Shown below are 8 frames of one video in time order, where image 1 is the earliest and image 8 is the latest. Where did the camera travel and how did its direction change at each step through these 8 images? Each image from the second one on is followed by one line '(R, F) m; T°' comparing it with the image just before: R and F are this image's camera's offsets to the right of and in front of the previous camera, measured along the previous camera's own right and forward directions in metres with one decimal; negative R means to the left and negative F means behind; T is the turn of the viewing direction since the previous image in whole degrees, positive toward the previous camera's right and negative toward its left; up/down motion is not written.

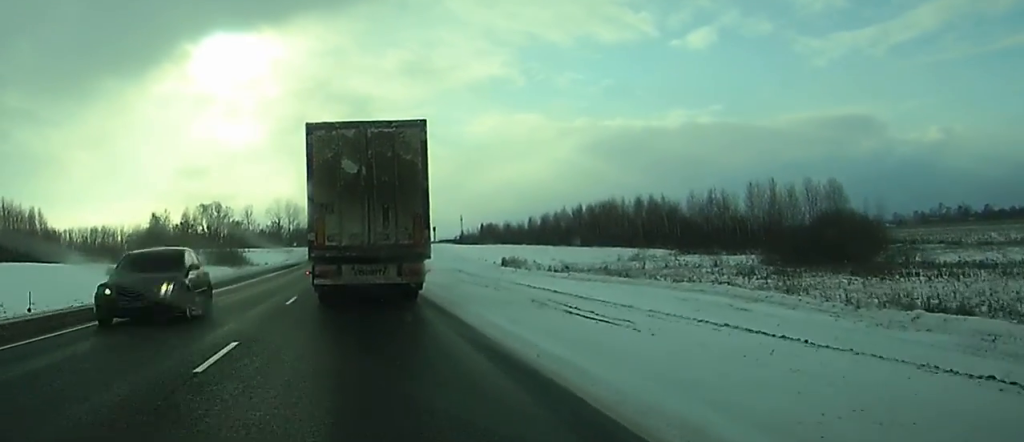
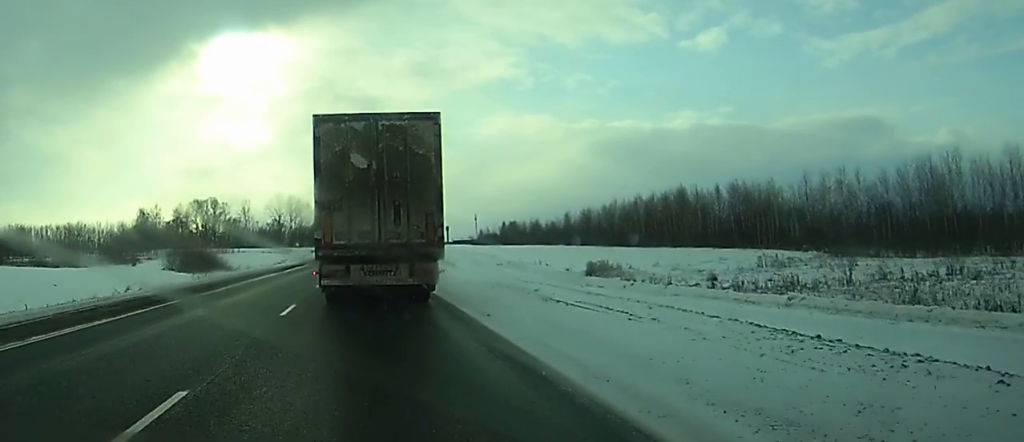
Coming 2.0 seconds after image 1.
(-0.6, +41.9) m; -2°
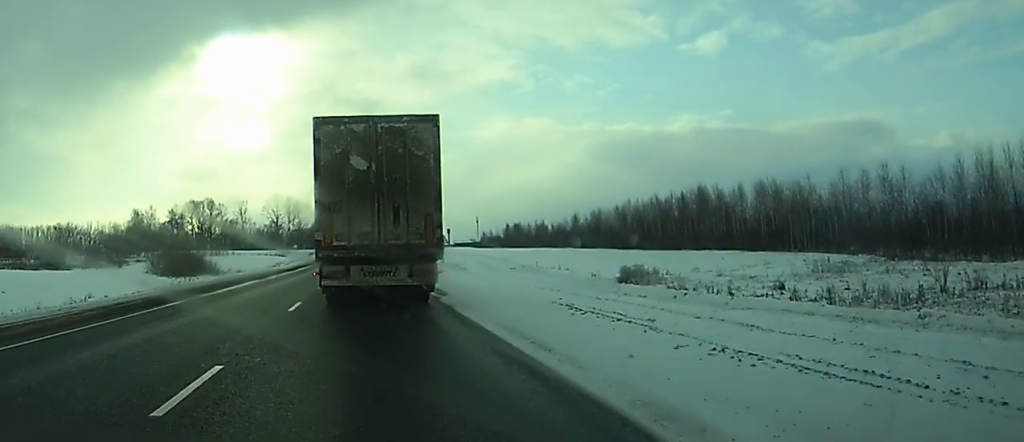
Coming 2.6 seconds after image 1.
(0.0, +10.5) m; 0°
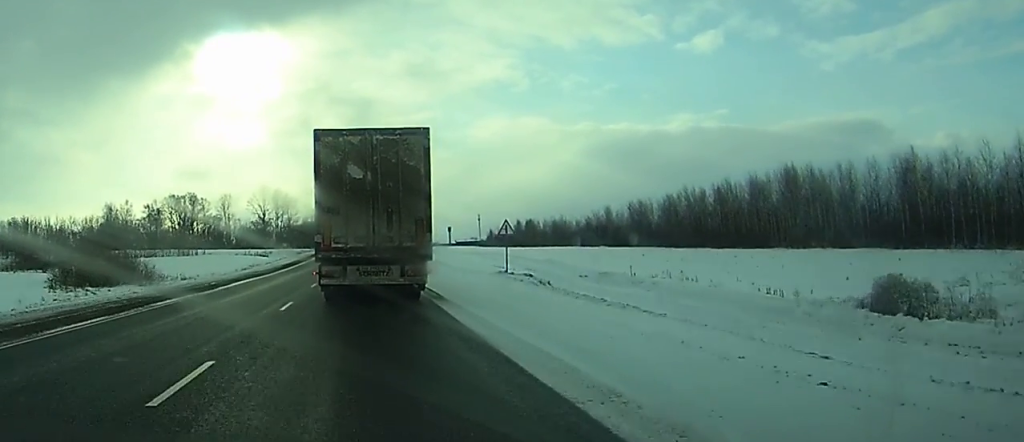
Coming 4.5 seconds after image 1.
(+0.1, +36.2) m; +1°
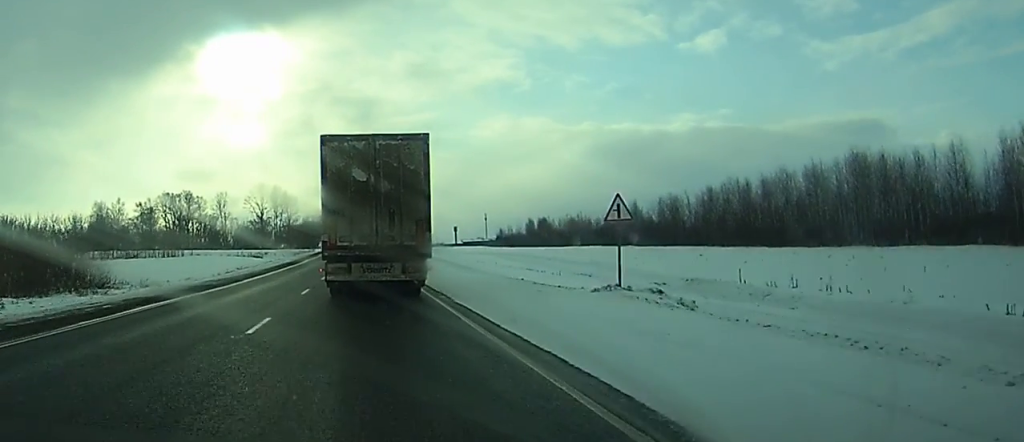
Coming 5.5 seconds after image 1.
(0.0, +17.8) m; 0°
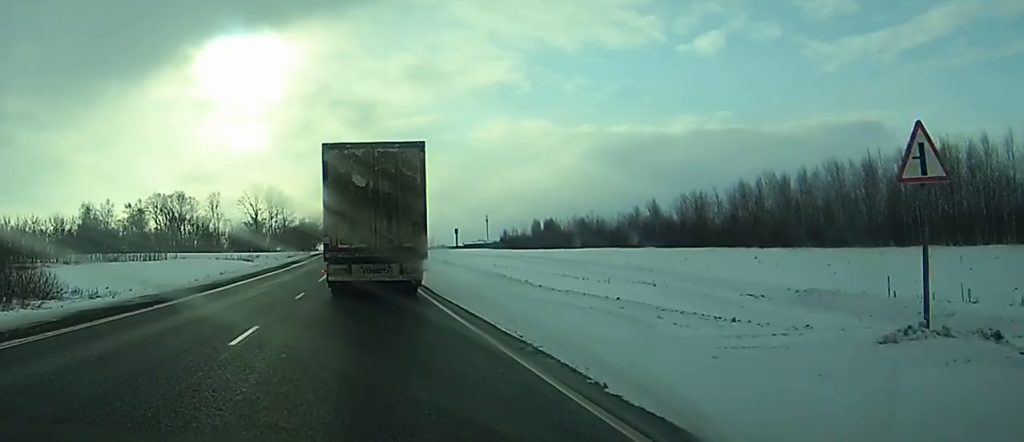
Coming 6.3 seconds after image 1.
(0.0, +13.4) m; 0°
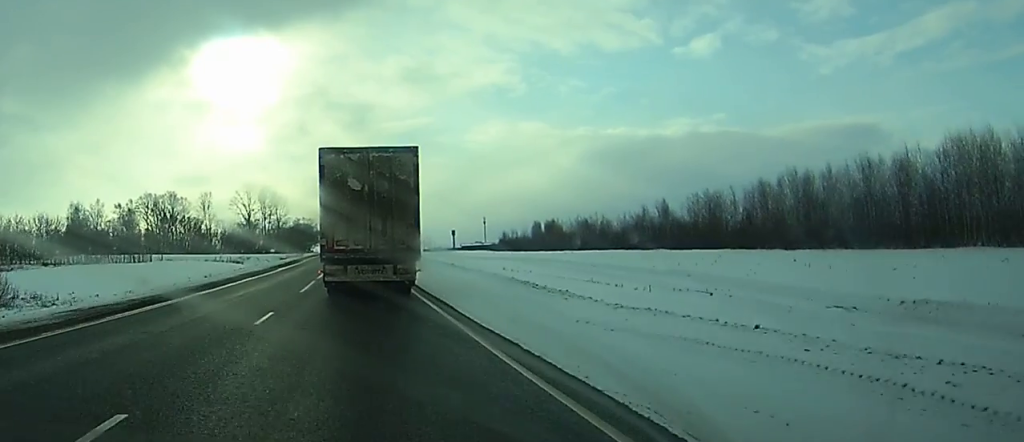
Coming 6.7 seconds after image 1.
(0.0, +8.1) m; 0°
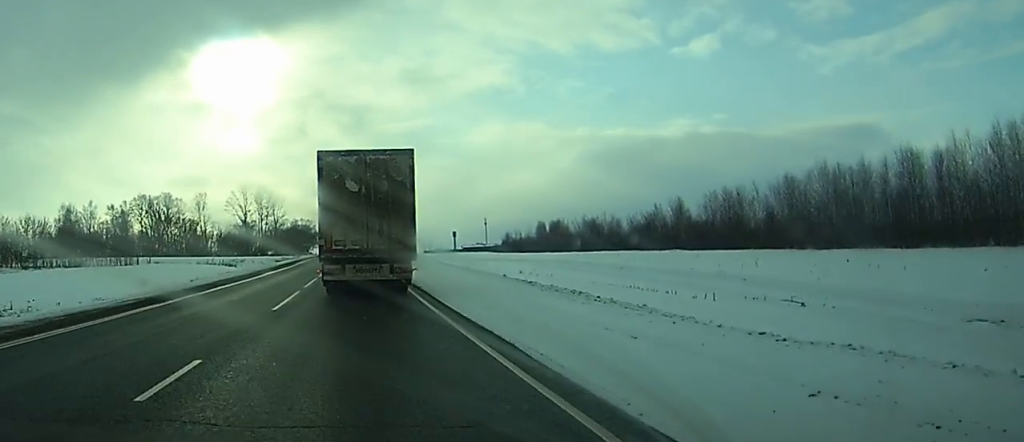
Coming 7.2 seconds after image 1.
(0.0, +8.1) m; 0°
